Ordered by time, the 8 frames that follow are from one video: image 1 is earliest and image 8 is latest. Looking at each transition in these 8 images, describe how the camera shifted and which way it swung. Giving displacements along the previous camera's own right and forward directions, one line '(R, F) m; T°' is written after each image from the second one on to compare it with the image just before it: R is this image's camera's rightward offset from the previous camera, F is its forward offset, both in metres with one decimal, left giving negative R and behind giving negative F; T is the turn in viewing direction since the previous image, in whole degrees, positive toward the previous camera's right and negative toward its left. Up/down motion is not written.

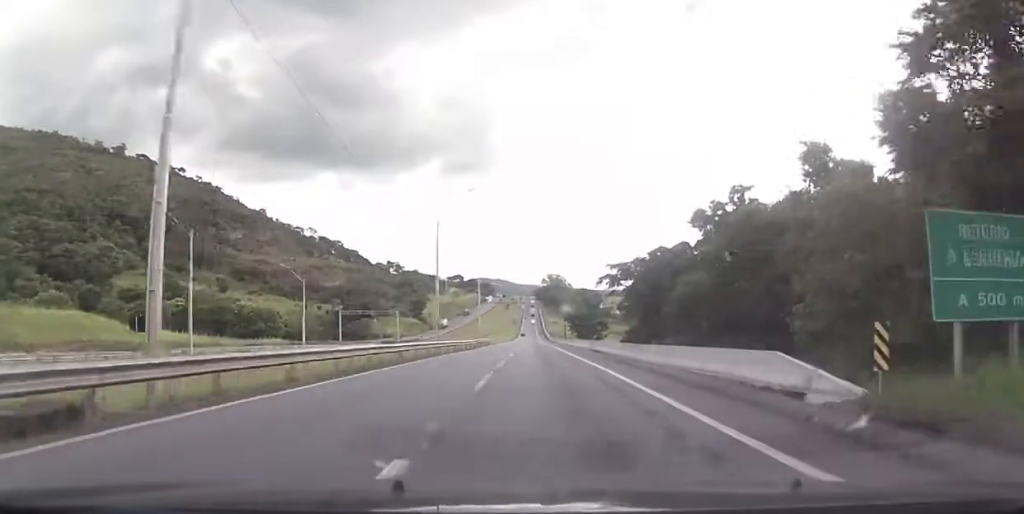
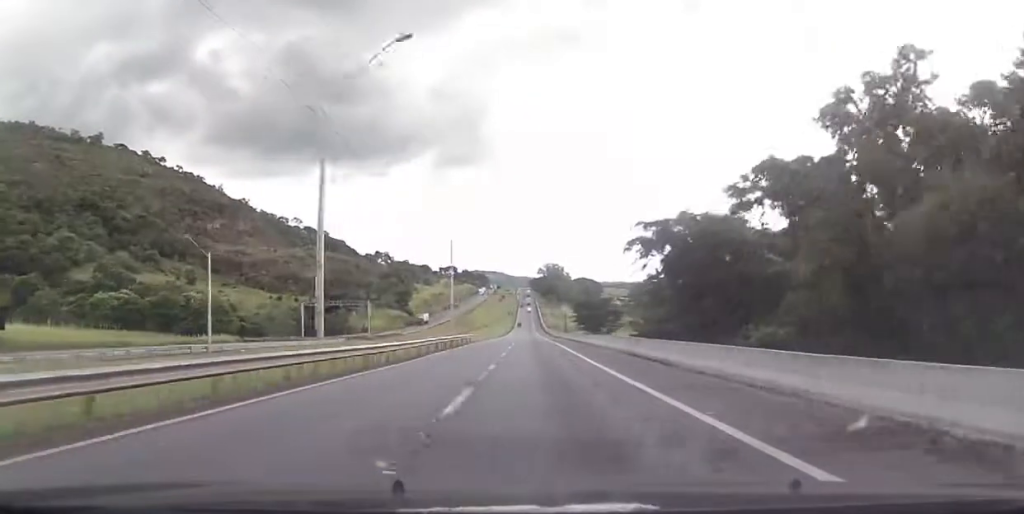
(+0.3, +27.5) m; +1°
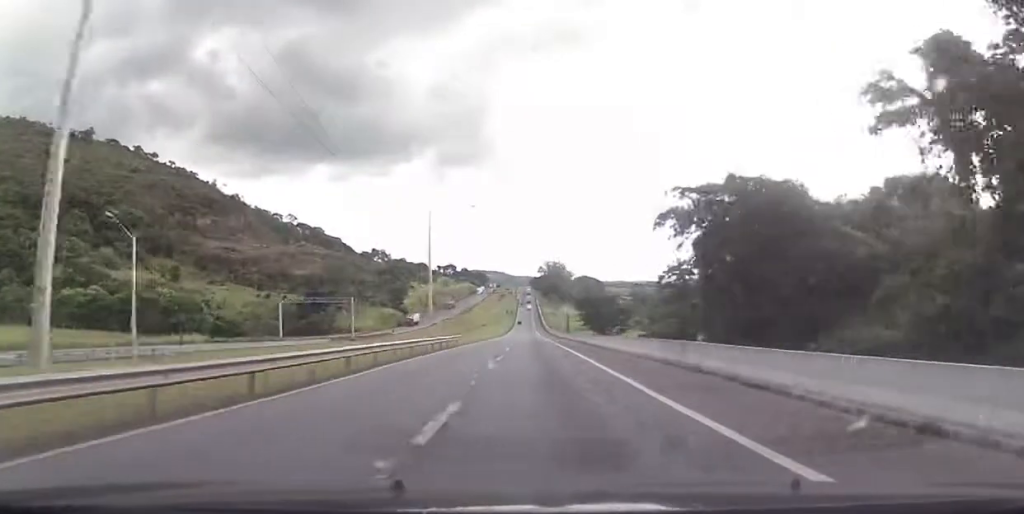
(+0.1, +13.9) m; 0°
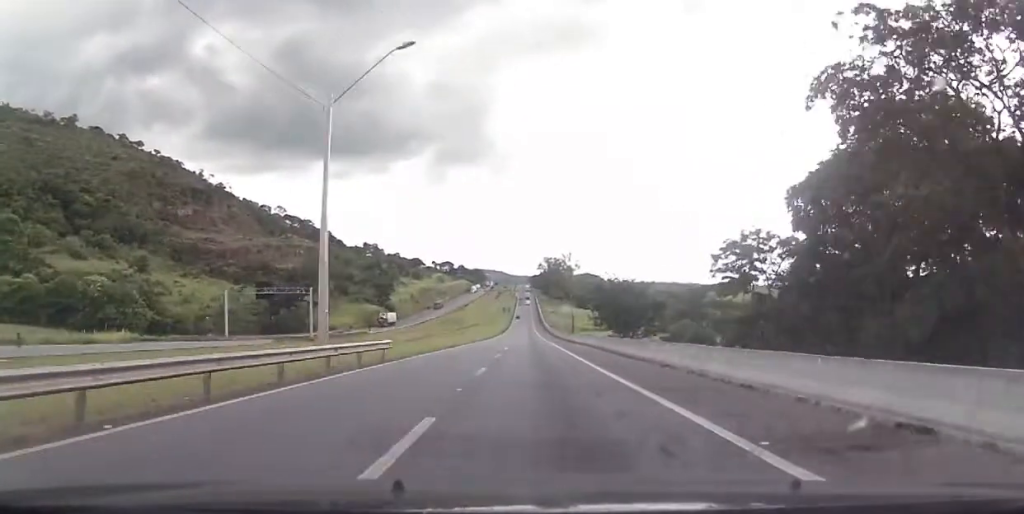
(-0.1, +25.5) m; 0°
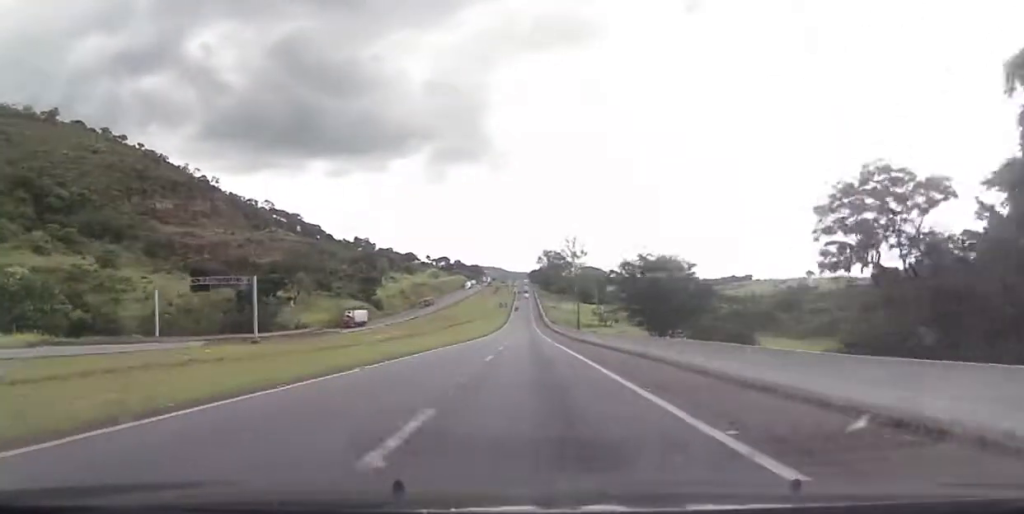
(0.0, +22.8) m; 0°
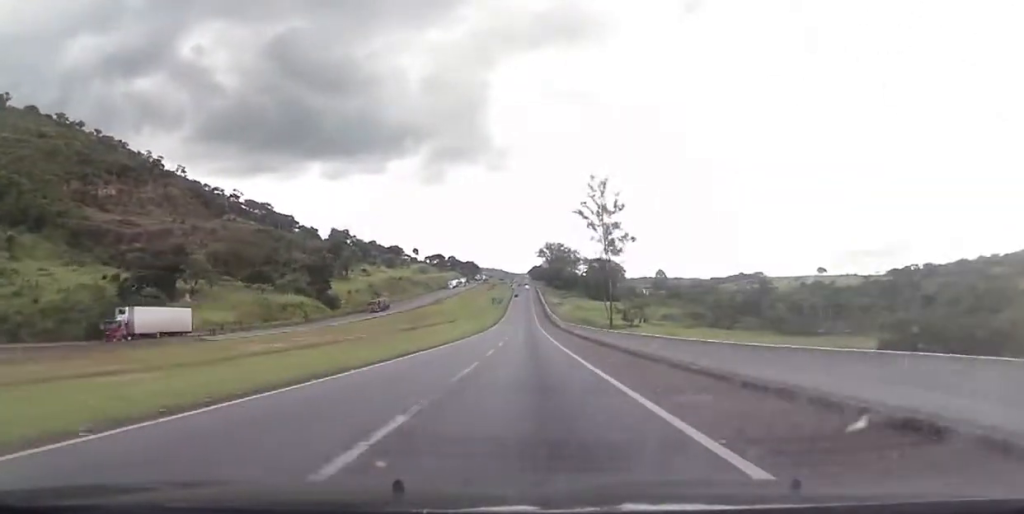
(+0.6, +58.6) m; +1°
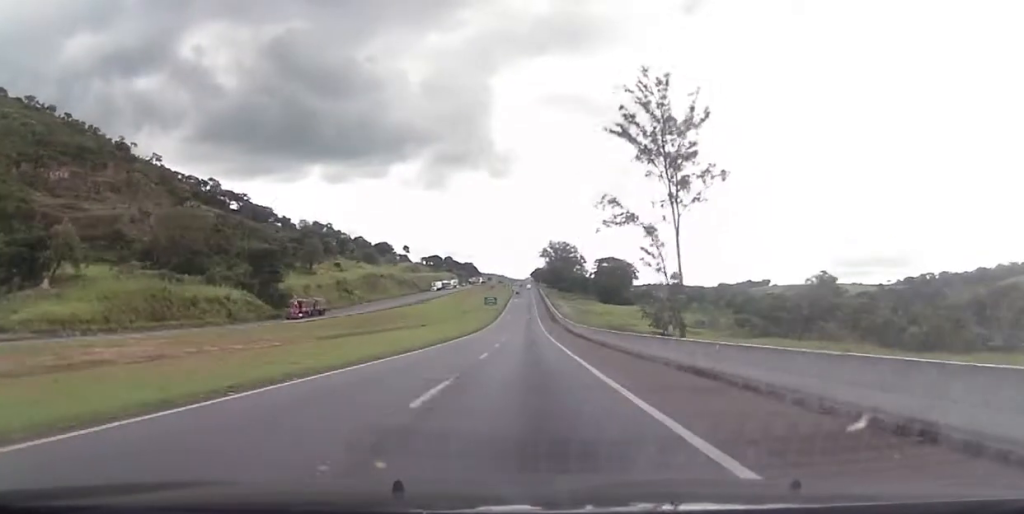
(-0.1, +42.0) m; -1°
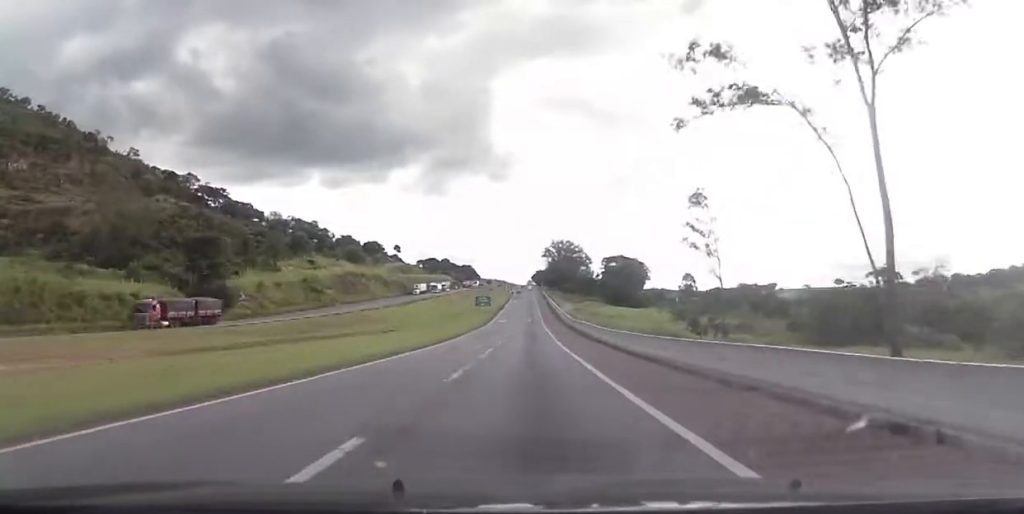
(-0.2, +30.5) m; 0°
